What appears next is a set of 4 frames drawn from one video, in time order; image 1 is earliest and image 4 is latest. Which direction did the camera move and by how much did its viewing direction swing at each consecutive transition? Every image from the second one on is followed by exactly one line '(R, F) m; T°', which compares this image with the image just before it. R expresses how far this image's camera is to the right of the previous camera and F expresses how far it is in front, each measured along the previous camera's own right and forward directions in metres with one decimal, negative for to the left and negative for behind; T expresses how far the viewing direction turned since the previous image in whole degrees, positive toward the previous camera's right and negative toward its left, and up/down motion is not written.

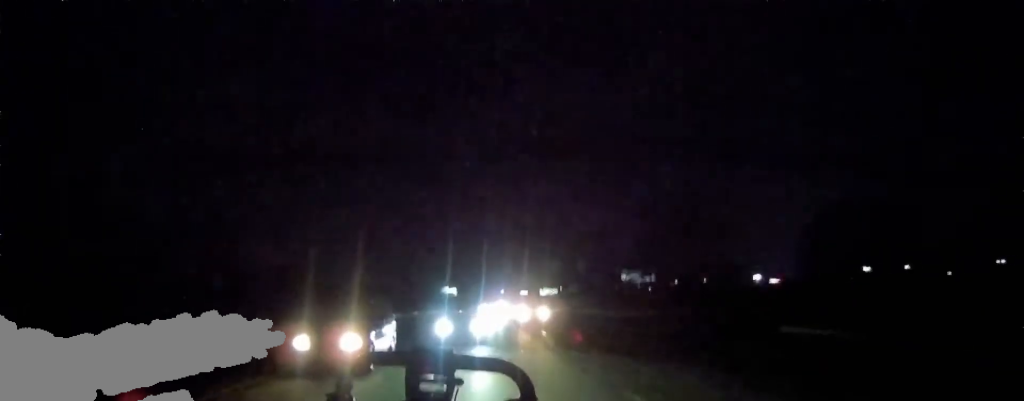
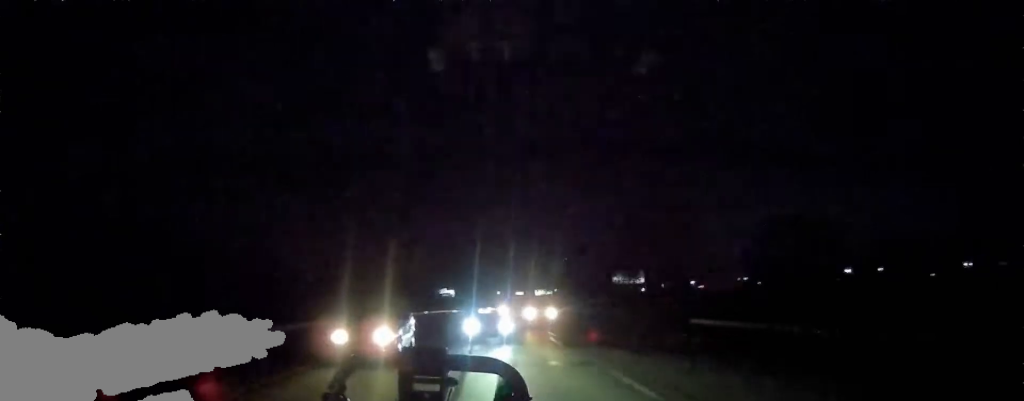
(-0.6, +13.6) m; 0°
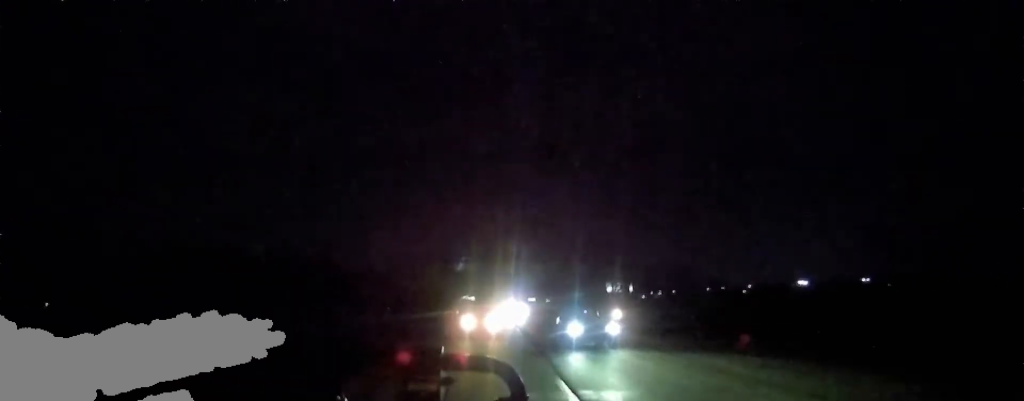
(+1.9, +66.5) m; +1°
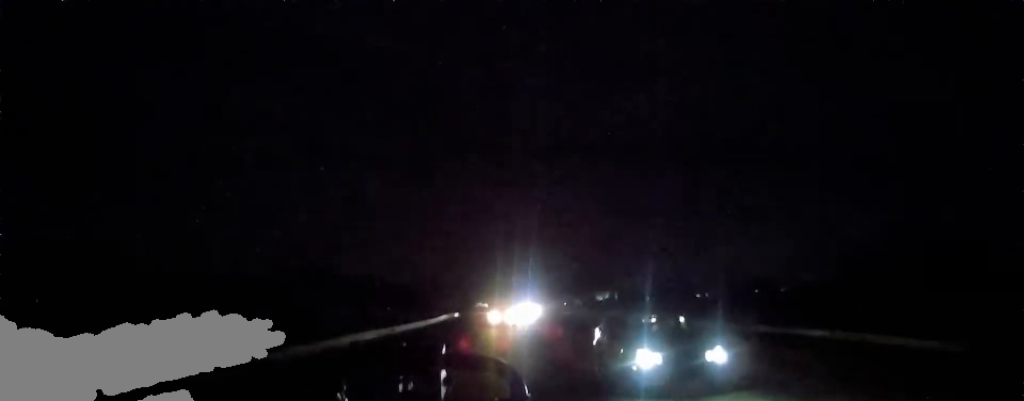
(-0.7, +81.8) m; -2°
